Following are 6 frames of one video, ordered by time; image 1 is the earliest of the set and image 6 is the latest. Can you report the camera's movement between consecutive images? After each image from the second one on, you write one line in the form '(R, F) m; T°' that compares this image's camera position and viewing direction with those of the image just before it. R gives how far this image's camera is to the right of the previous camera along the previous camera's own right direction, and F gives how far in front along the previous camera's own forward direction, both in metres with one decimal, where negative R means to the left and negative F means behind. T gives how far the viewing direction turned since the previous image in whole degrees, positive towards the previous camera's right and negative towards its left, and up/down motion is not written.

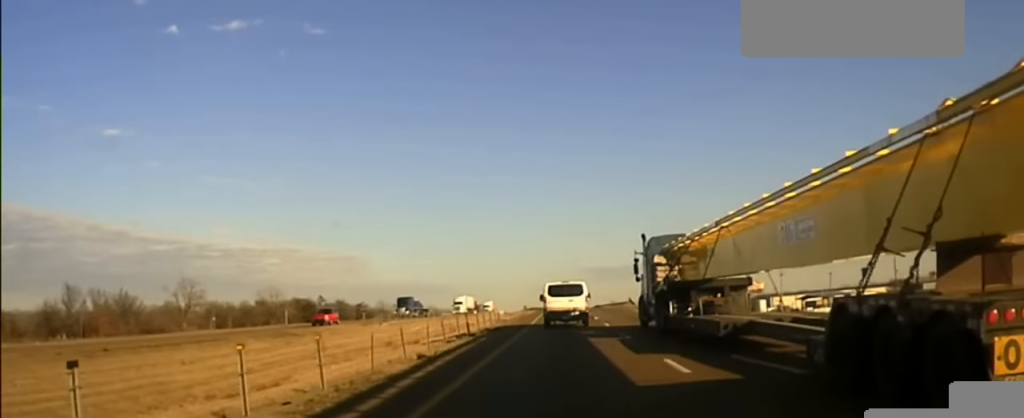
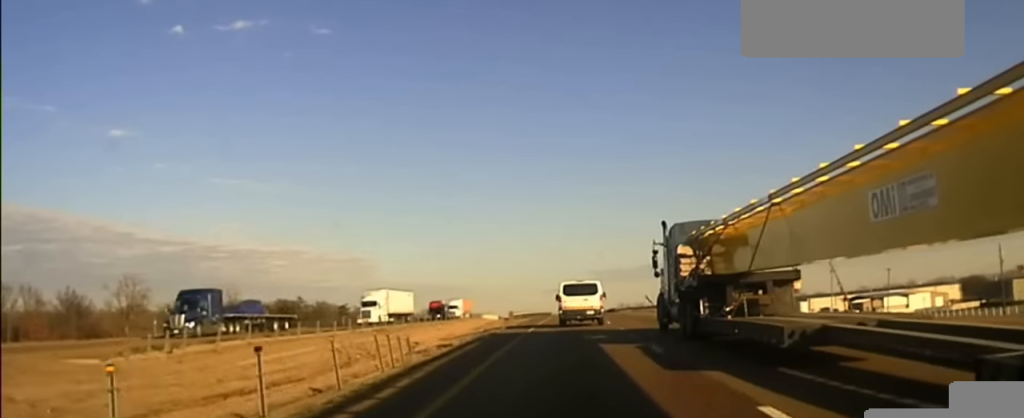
(0.0, +44.7) m; 0°
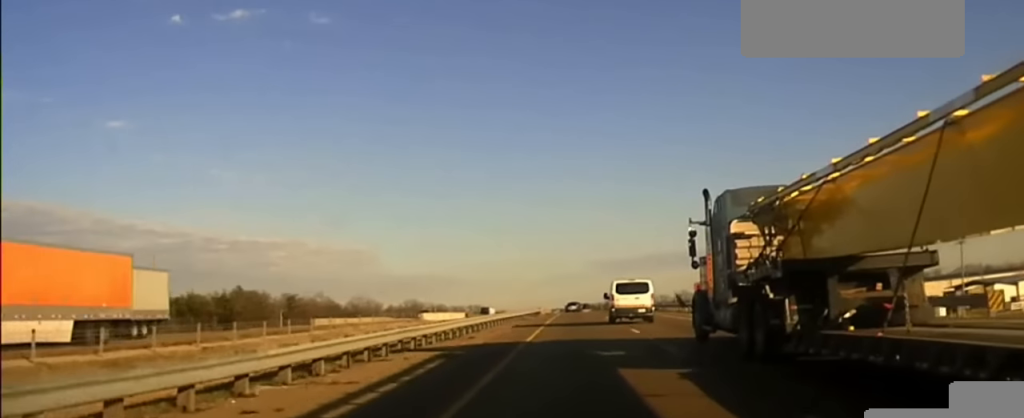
(-0.6, +92.3) m; 0°
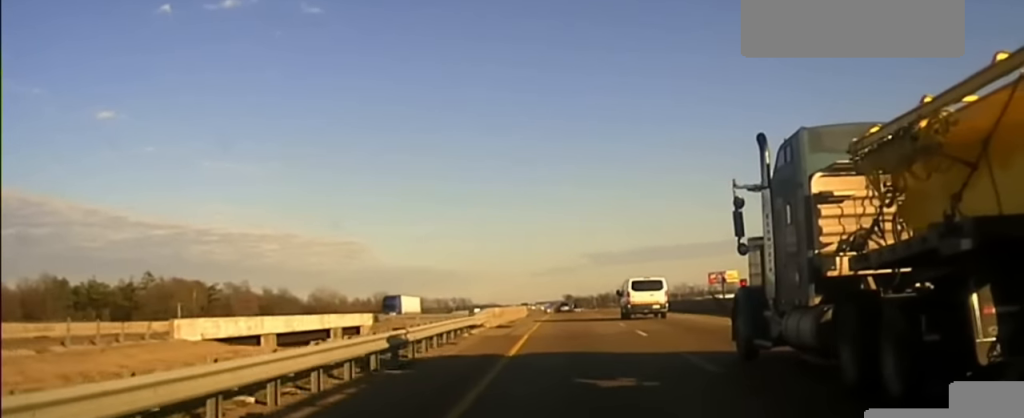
(+0.5, +60.1) m; +1°
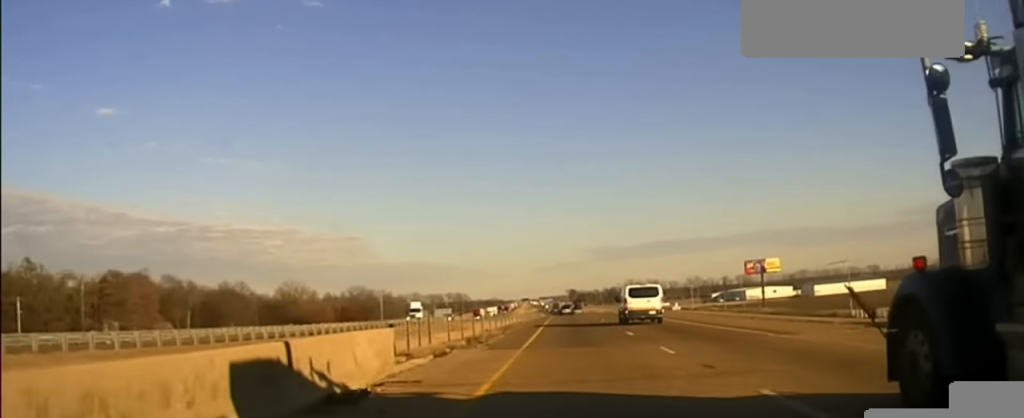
(-0.3, +48.6) m; -1°
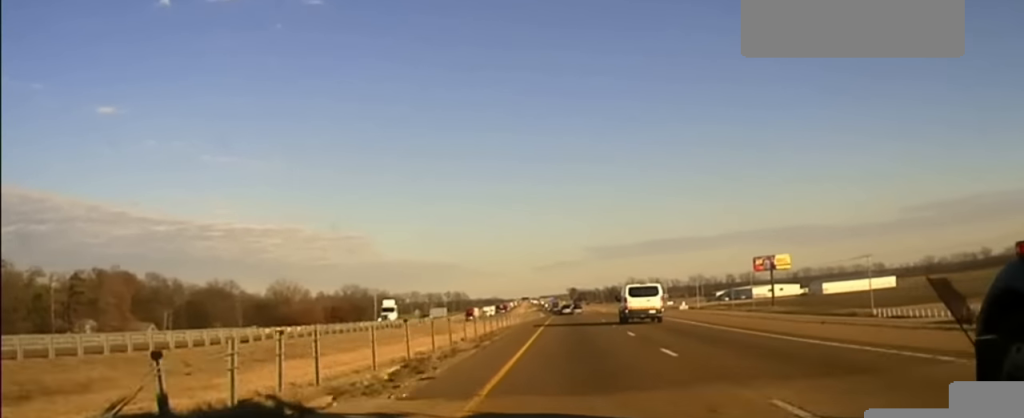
(-0.1, +13.3) m; 0°
